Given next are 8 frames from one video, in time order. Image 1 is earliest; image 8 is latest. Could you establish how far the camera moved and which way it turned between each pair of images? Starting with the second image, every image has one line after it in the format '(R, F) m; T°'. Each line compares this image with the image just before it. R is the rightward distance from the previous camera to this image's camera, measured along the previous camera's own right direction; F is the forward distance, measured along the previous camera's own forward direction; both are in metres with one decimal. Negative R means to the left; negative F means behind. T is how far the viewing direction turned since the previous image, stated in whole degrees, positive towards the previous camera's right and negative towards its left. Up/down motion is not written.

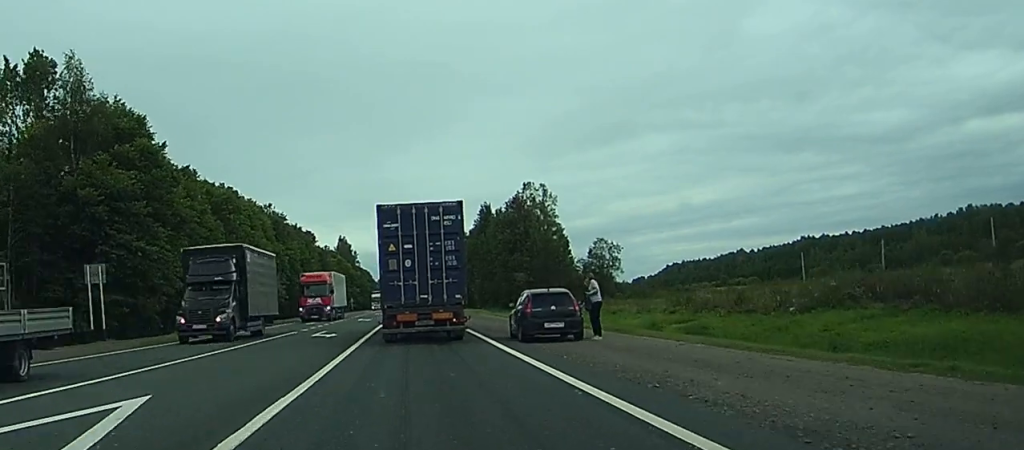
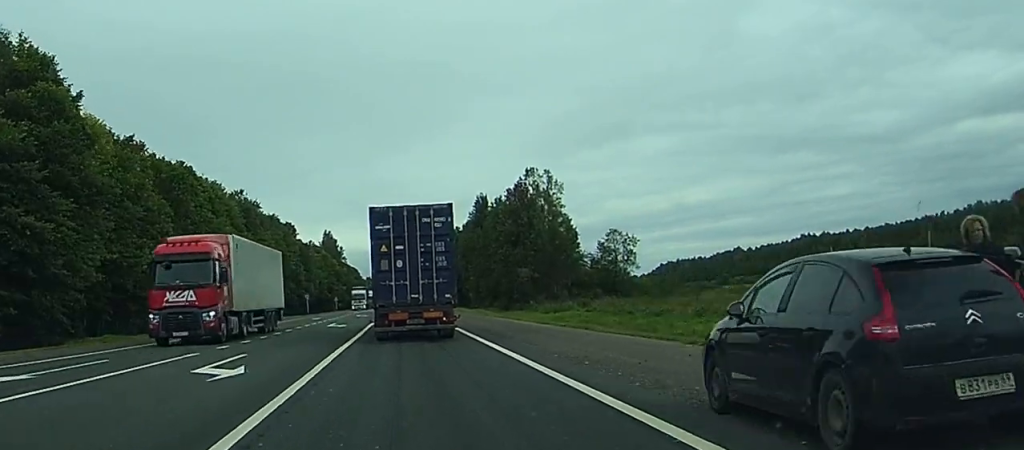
(-0.5, +19.3) m; 0°
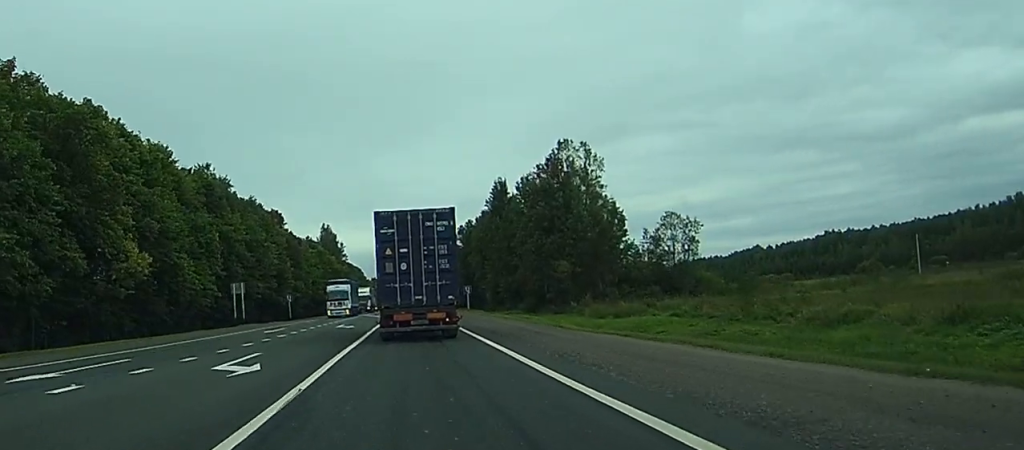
(+0.6, +32.5) m; +1°
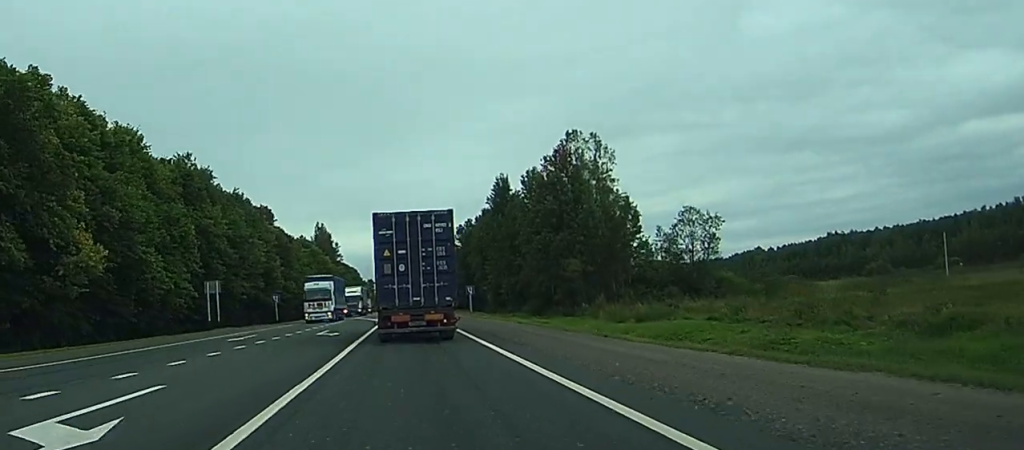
(0.0, +9.1) m; 0°
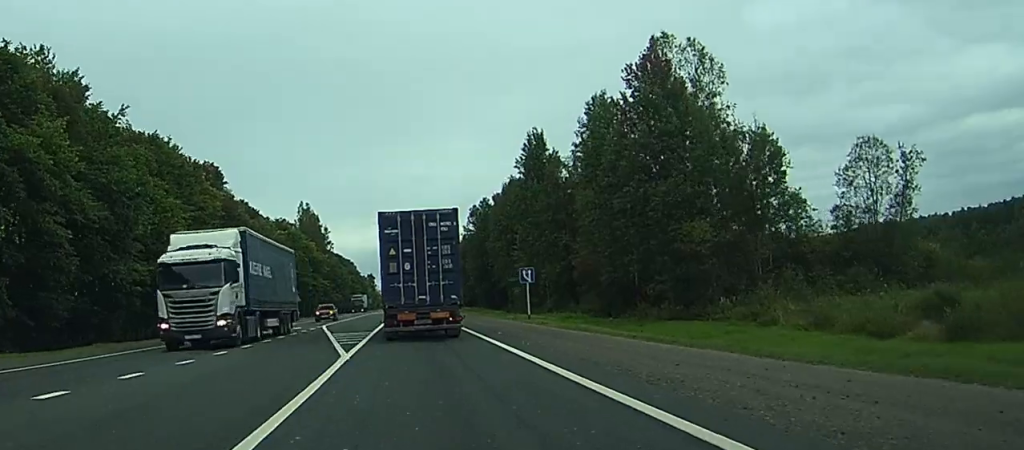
(0.0, +41.0) m; 0°
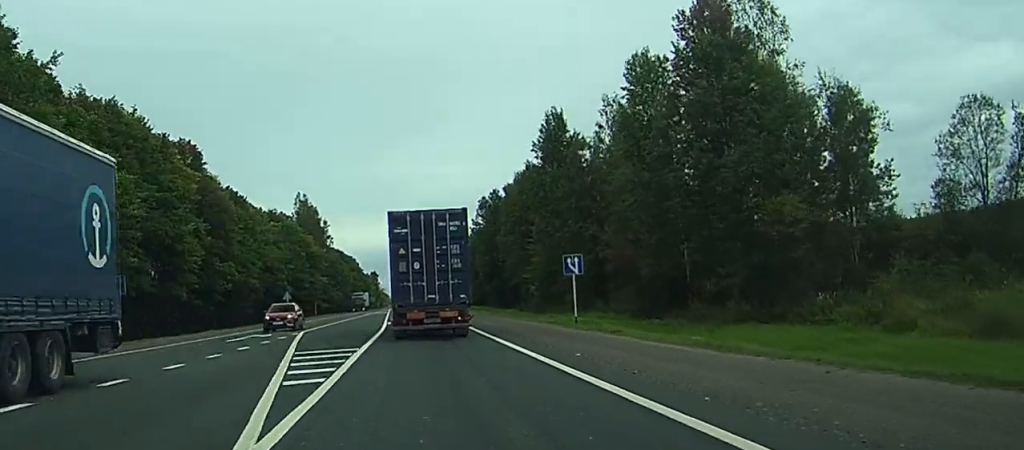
(0.0, +13.0) m; 0°
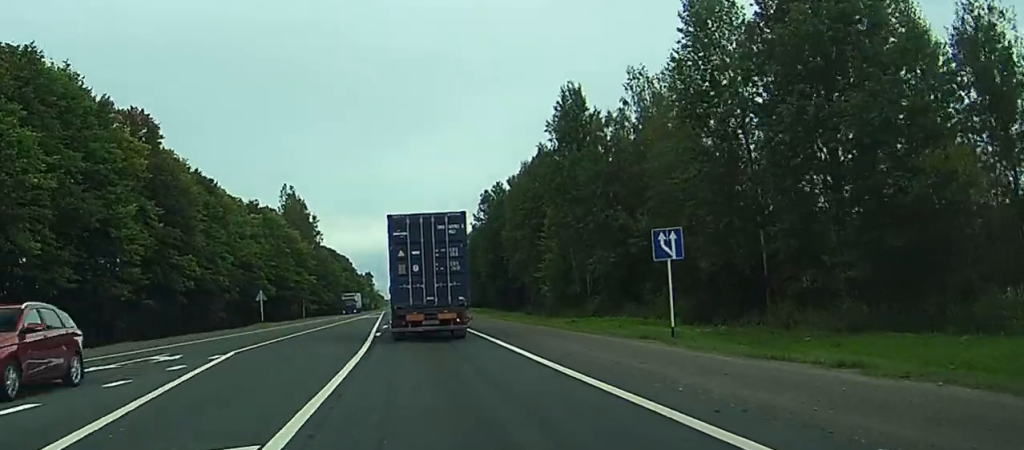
(+0.1, +15.2) m; 0°
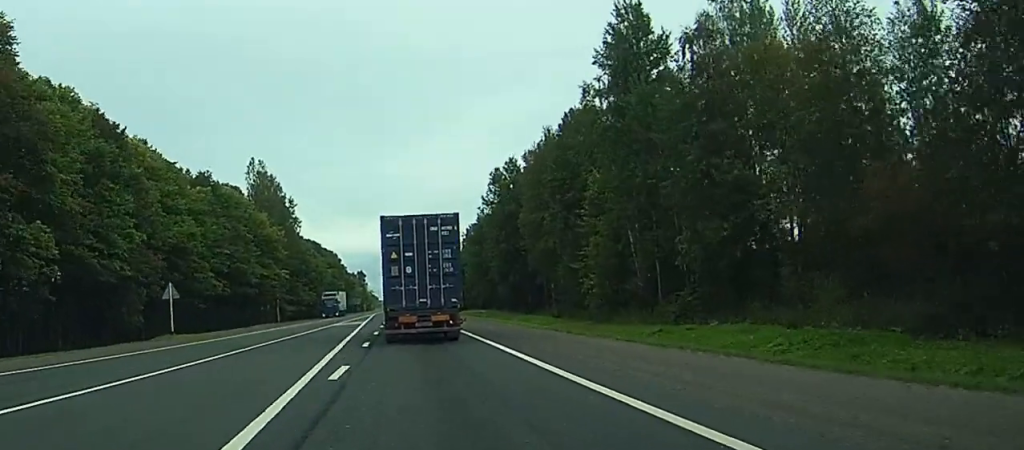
(-0.1, +30.4) m; 0°
